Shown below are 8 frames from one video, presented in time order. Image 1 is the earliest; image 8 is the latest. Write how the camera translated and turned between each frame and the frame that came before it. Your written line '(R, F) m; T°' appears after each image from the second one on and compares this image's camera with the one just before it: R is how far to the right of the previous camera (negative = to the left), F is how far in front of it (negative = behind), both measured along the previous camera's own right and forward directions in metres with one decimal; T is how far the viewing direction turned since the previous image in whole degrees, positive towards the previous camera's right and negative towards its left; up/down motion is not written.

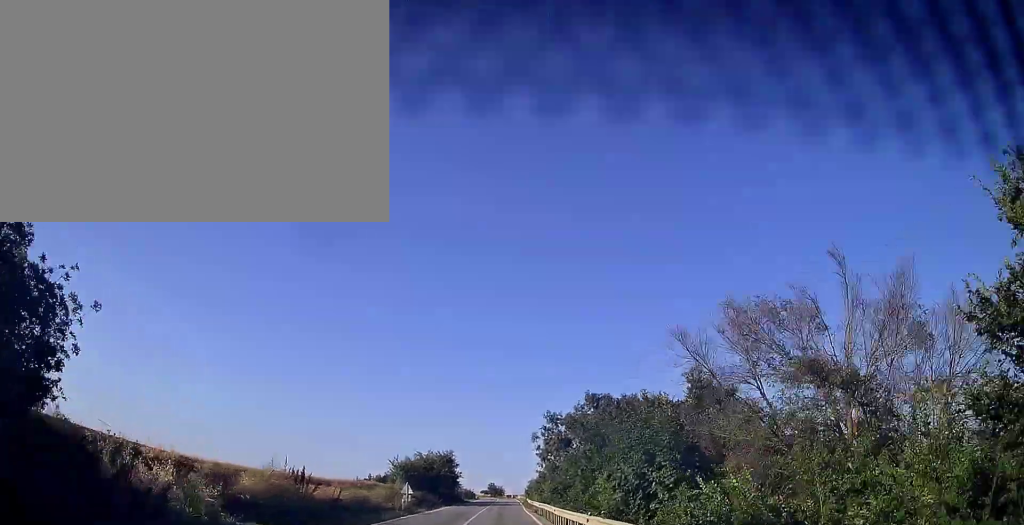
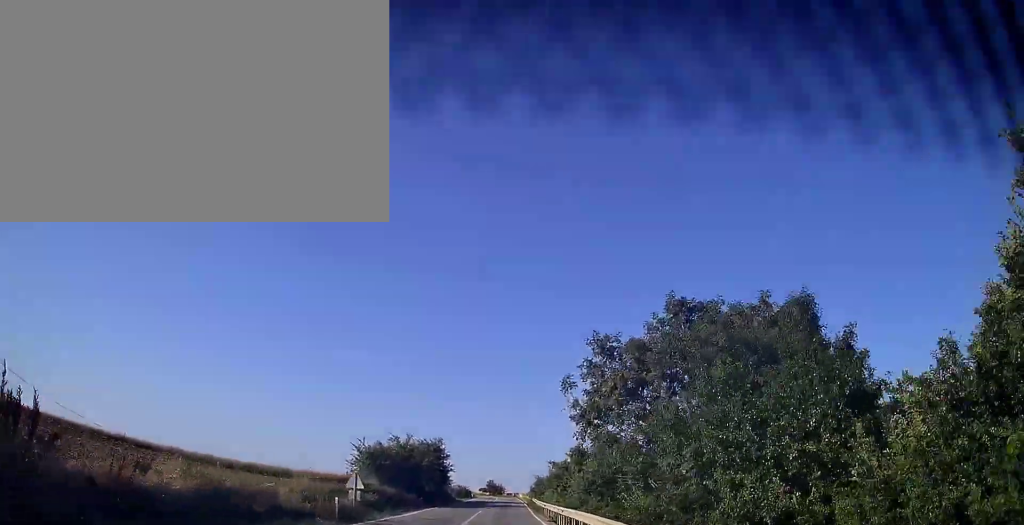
(0.0, +14.8) m; 0°
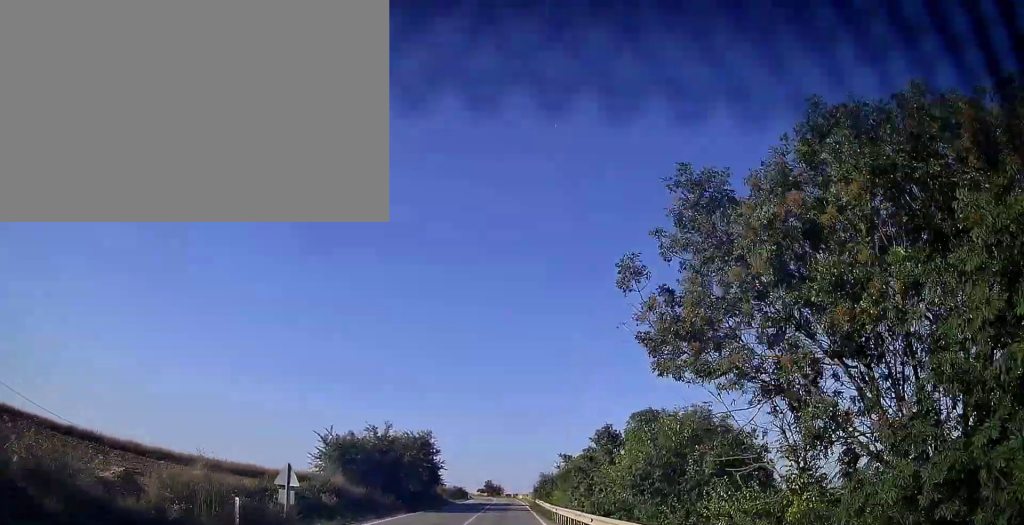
(0.0, +8.4) m; 0°
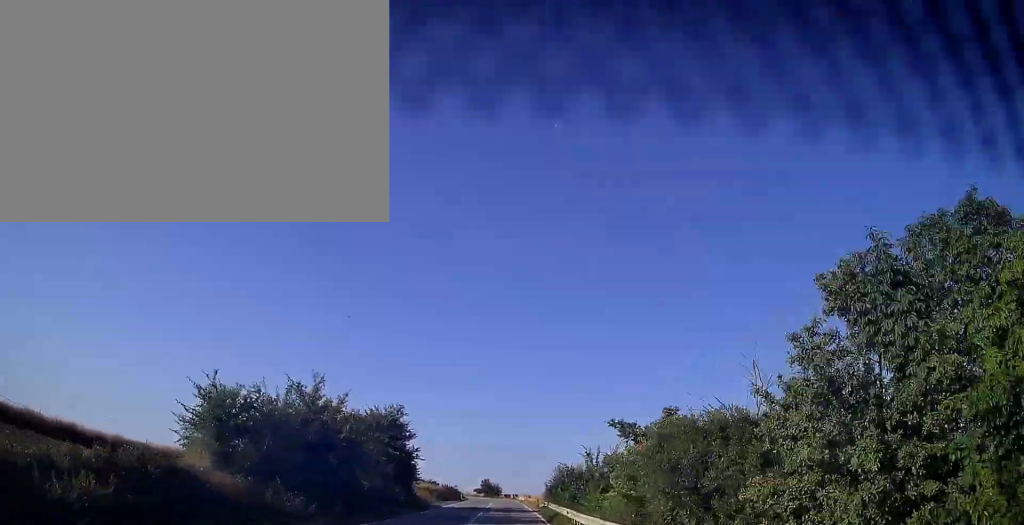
(-0.1, +15.9) m; 0°
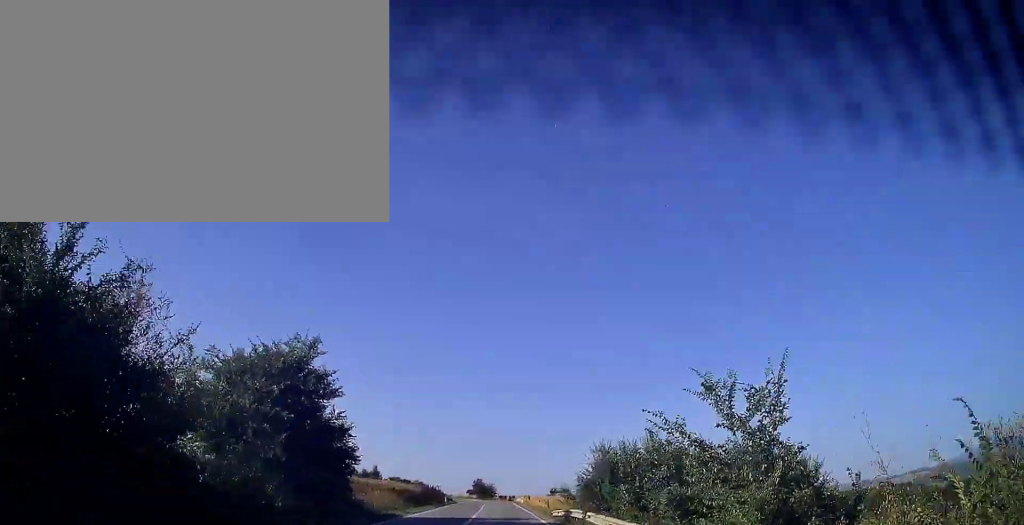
(+0.2, +18.0) m; +1°
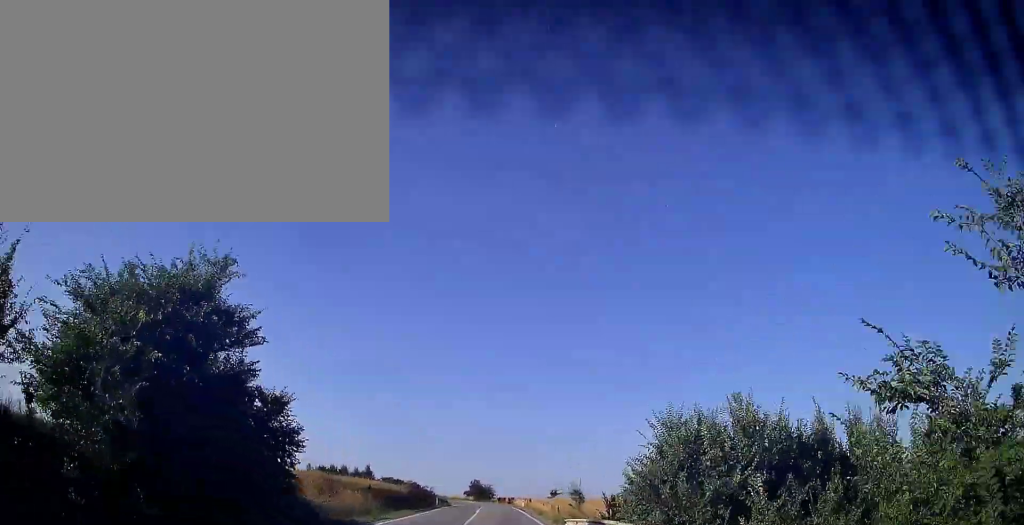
(0.0, +7.5) m; 0°
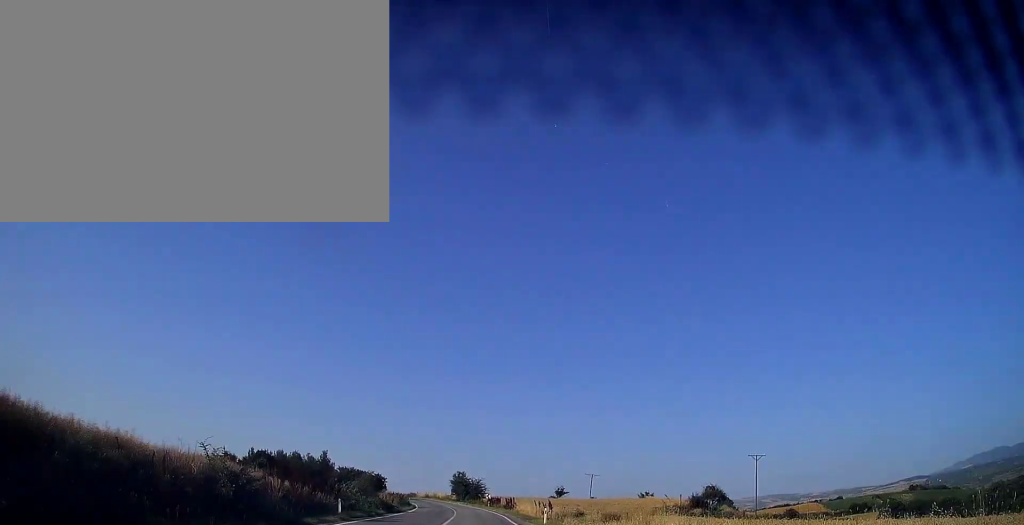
(+0.1, +38.7) m; 0°
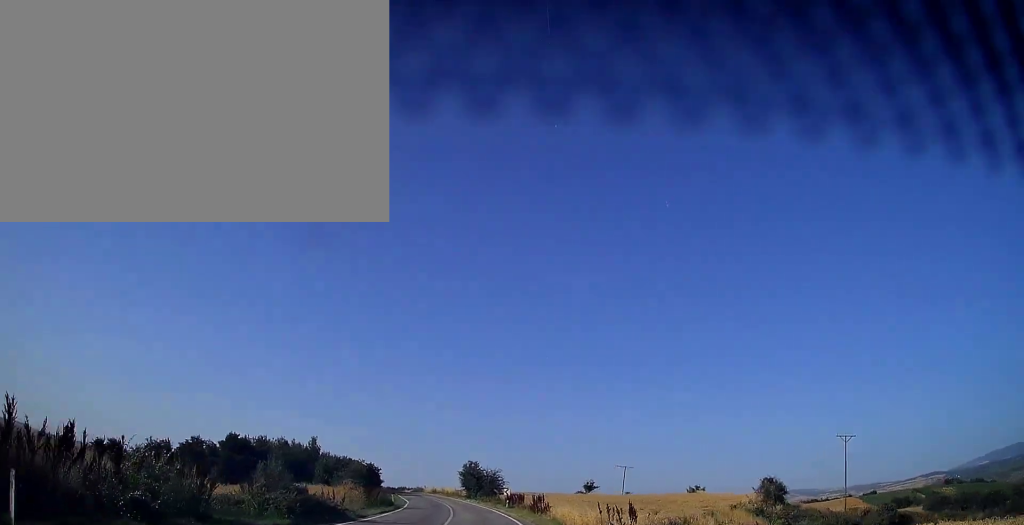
(-0.1, +20.3) m; -1°
